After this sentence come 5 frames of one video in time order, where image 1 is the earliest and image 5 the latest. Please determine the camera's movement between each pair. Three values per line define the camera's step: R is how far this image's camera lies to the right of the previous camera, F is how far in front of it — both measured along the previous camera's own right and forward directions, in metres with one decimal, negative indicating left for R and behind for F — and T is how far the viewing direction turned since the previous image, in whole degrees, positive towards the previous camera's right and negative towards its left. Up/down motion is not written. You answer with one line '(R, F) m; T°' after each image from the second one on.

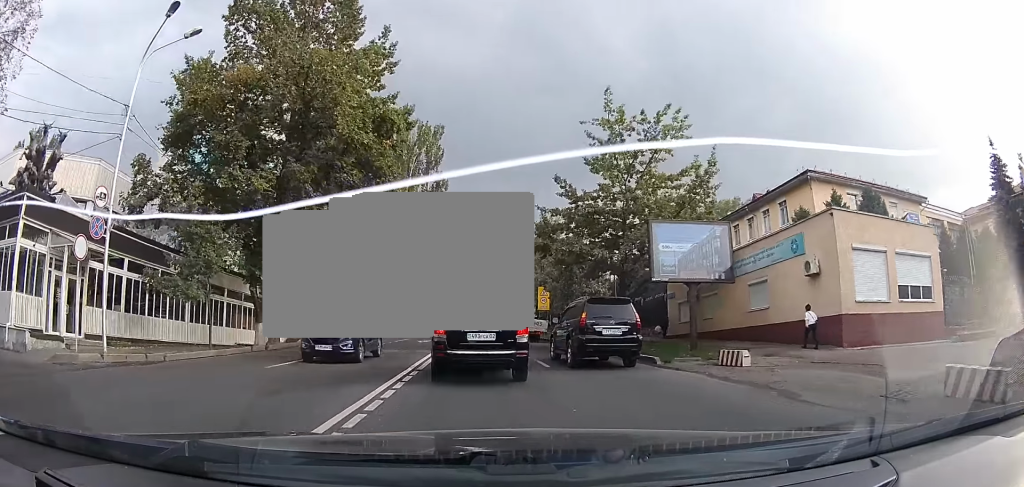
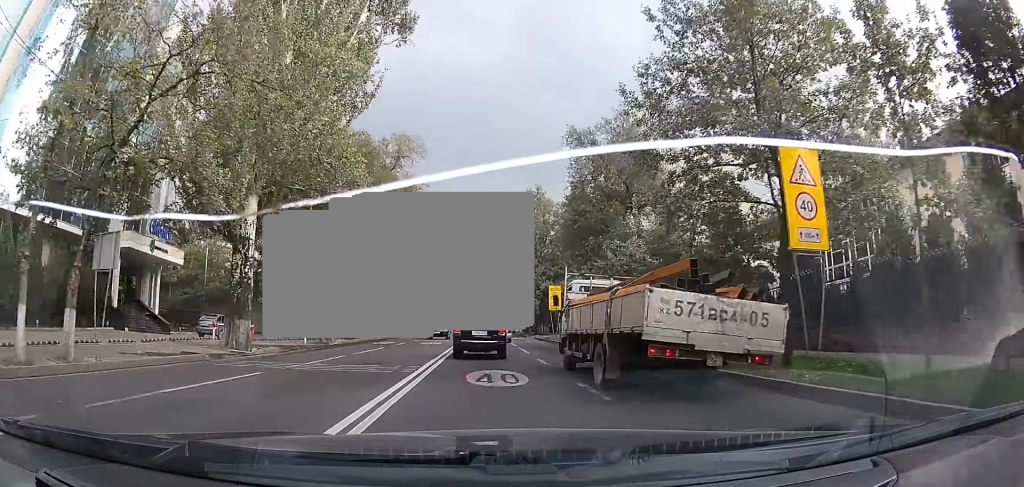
(-2.2, +46.7) m; -3°
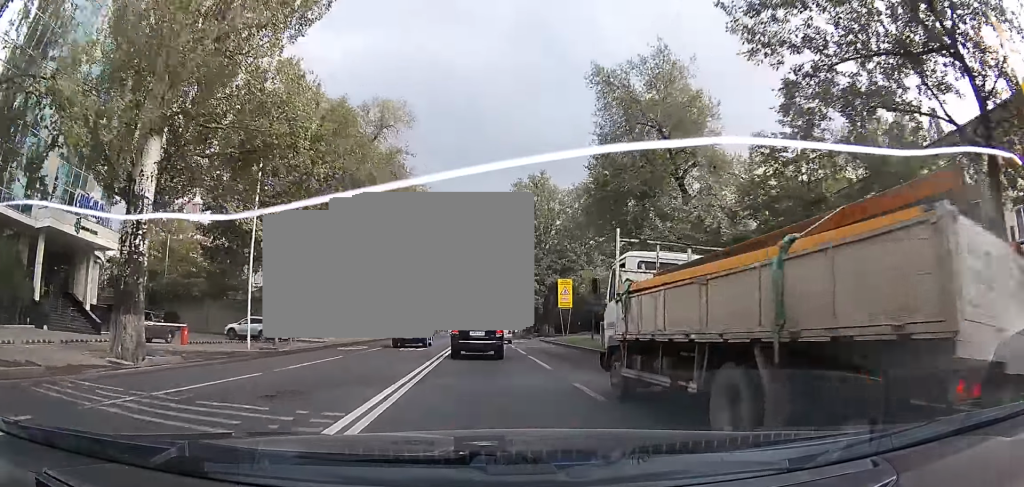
(-0.1, +7.9) m; 0°
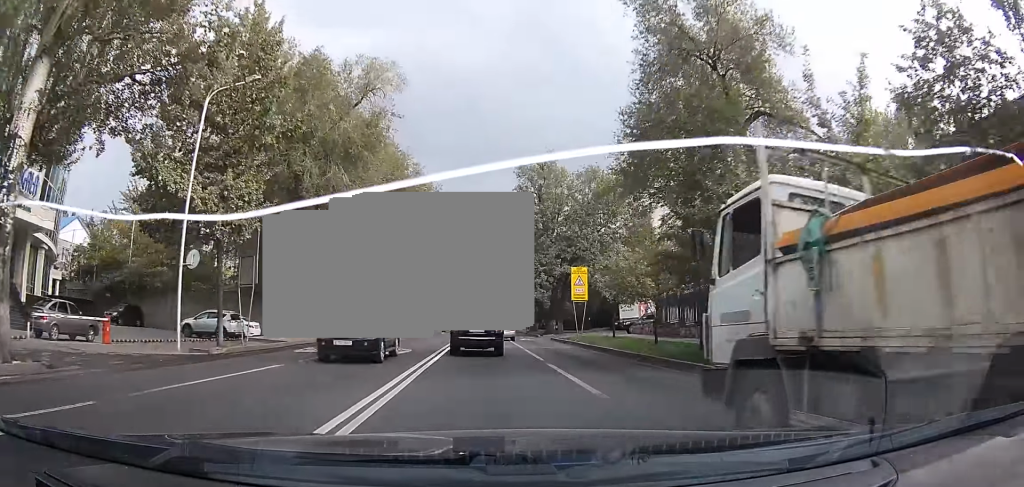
(0.0, +6.2) m; 0°
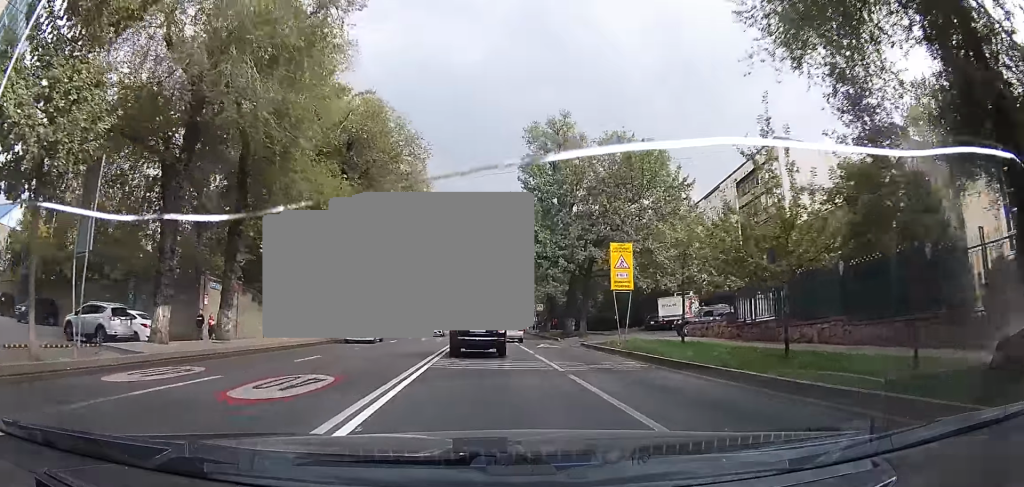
(+0.1, +11.0) m; 0°
